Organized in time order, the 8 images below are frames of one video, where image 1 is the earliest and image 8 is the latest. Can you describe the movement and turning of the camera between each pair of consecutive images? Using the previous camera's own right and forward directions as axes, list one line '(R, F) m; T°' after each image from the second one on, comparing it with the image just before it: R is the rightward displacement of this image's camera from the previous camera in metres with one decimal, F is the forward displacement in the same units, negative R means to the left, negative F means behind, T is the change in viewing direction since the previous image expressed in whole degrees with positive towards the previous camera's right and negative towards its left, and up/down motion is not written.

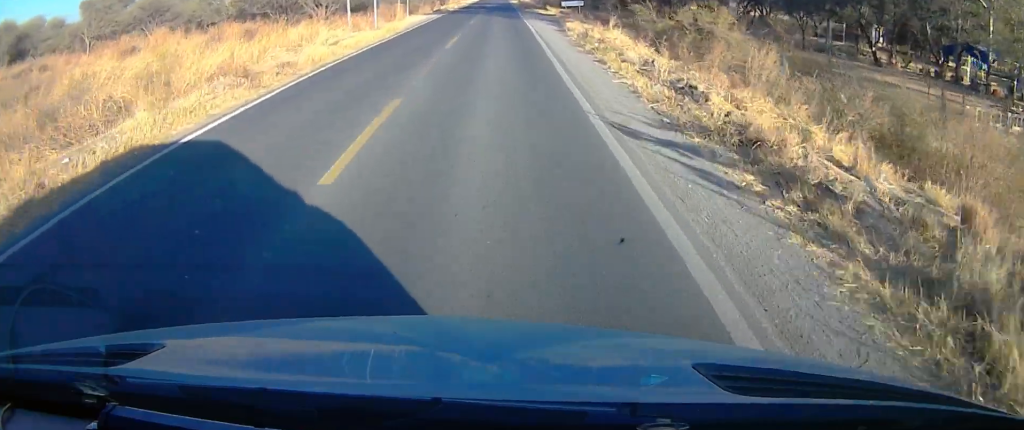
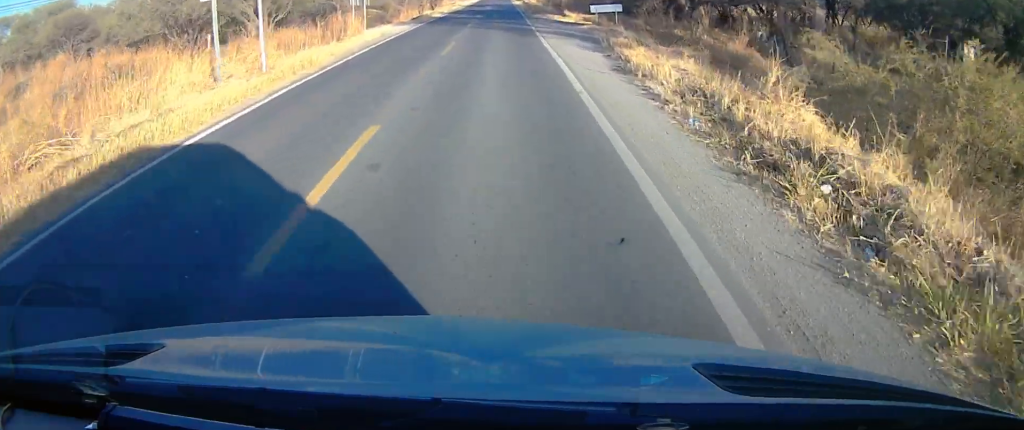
(+0.2, +16.7) m; +1°
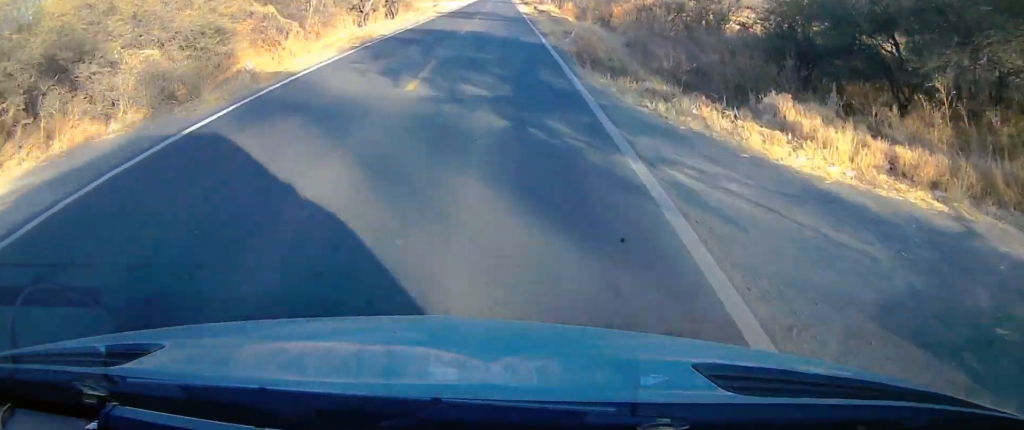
(-0.8, +37.6) m; -3°
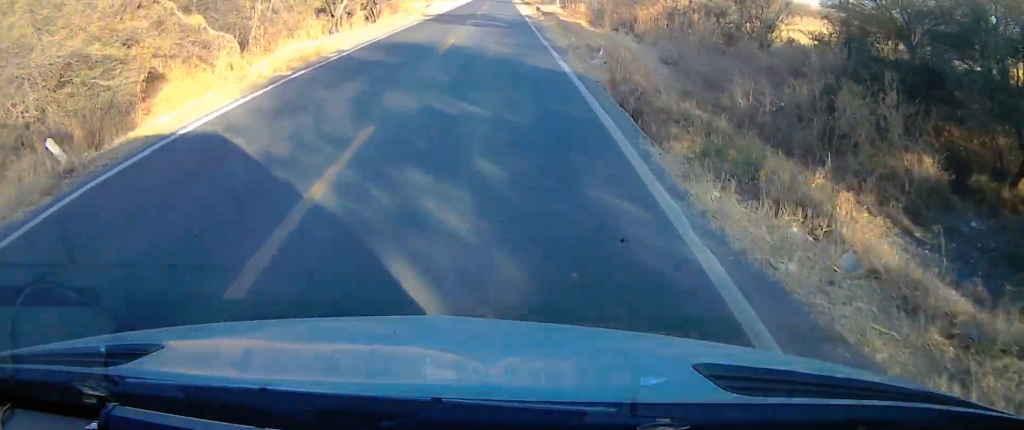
(0.0, +8.8) m; 0°
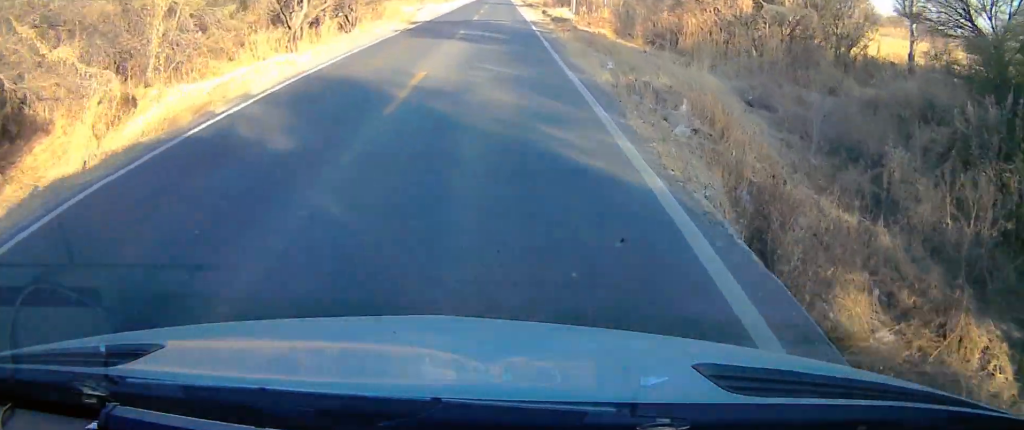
(-0.3, +9.4) m; +2°
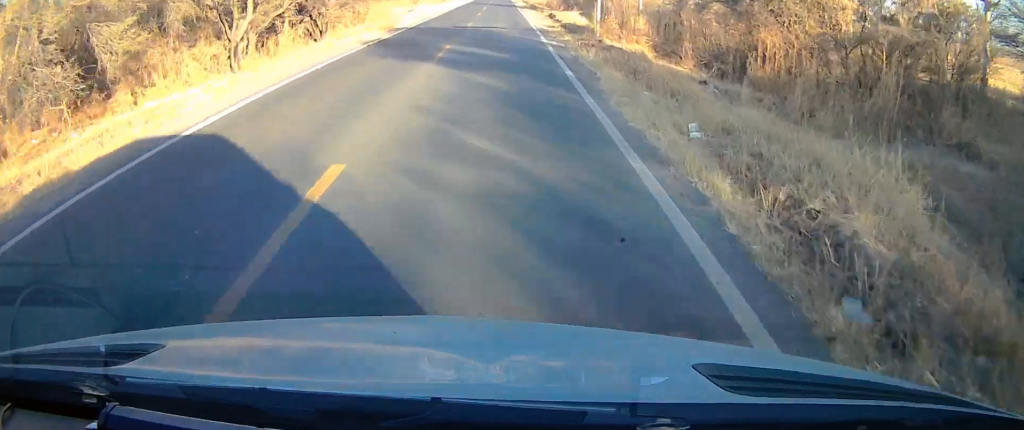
(-0.2, +8.2) m; +2°
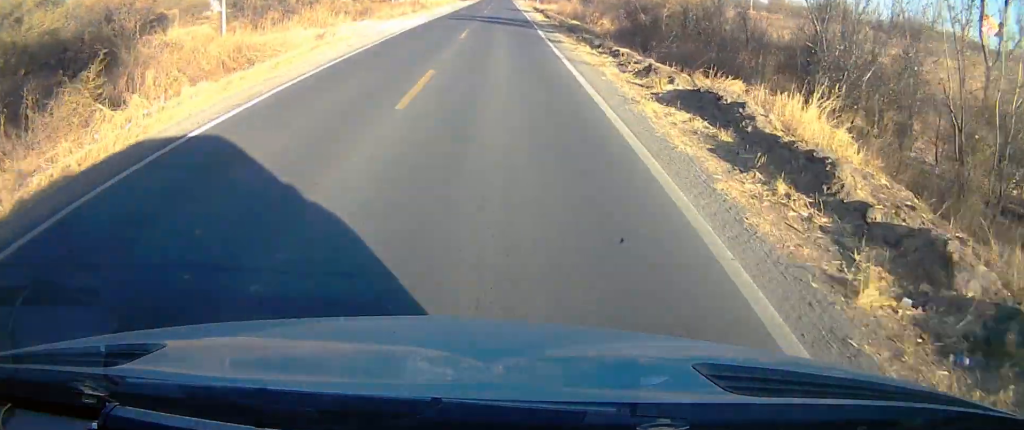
(+0.8, +36.8) m; -7°
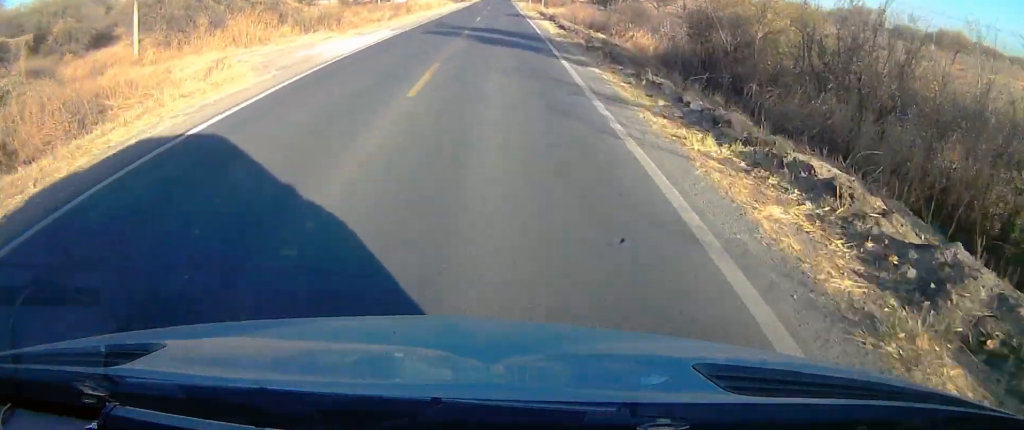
(-2.0, +12.7) m; 0°
